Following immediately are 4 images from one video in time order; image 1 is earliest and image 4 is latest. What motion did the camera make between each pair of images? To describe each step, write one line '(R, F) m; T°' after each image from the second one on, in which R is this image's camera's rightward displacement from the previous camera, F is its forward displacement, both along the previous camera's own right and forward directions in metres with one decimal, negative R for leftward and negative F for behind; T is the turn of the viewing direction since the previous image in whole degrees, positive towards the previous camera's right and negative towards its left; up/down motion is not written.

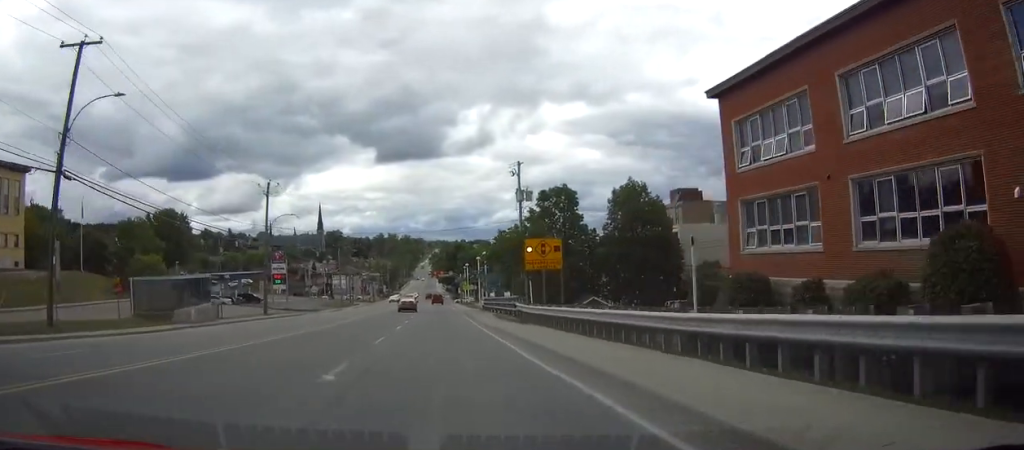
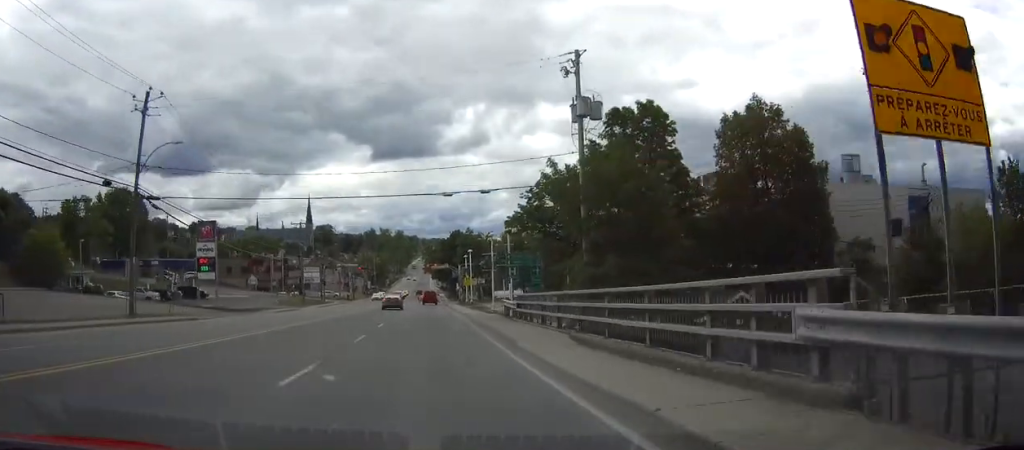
(+0.1, +27.0) m; 0°
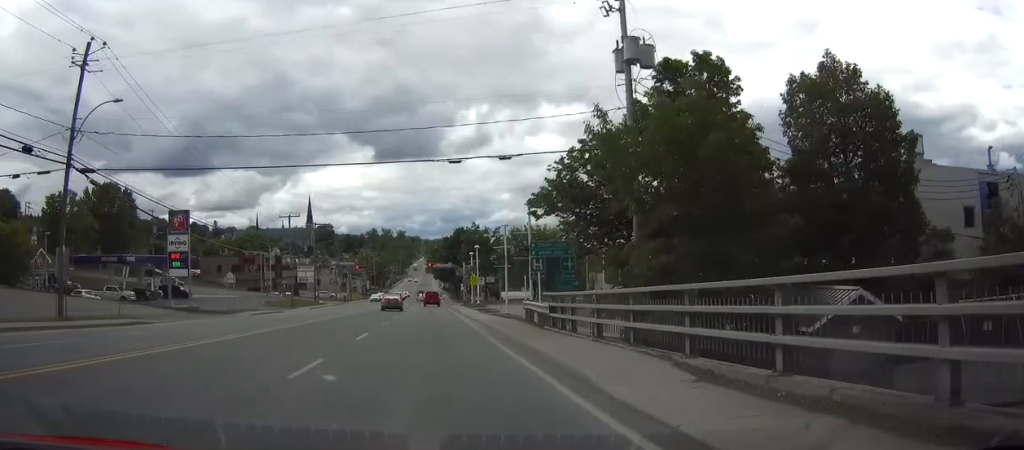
(0.0, +7.9) m; 0°
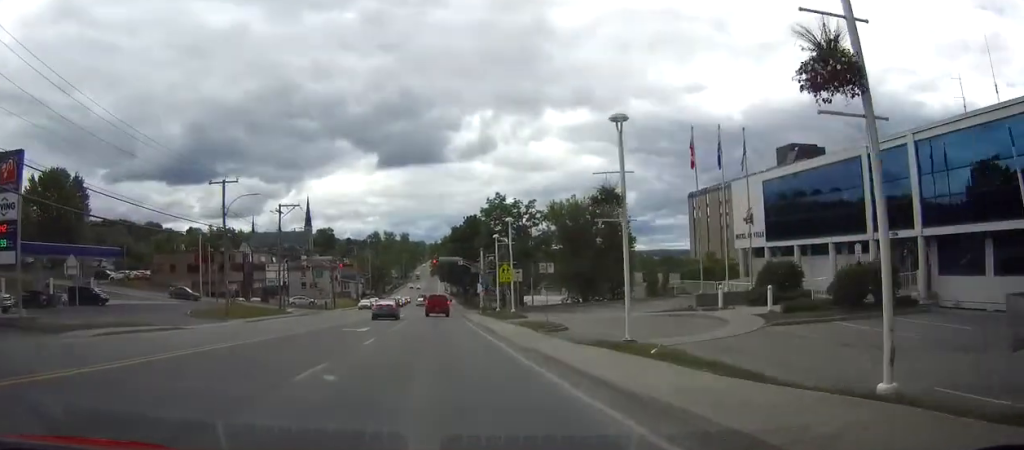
(-0.2, +26.5) m; -1°
